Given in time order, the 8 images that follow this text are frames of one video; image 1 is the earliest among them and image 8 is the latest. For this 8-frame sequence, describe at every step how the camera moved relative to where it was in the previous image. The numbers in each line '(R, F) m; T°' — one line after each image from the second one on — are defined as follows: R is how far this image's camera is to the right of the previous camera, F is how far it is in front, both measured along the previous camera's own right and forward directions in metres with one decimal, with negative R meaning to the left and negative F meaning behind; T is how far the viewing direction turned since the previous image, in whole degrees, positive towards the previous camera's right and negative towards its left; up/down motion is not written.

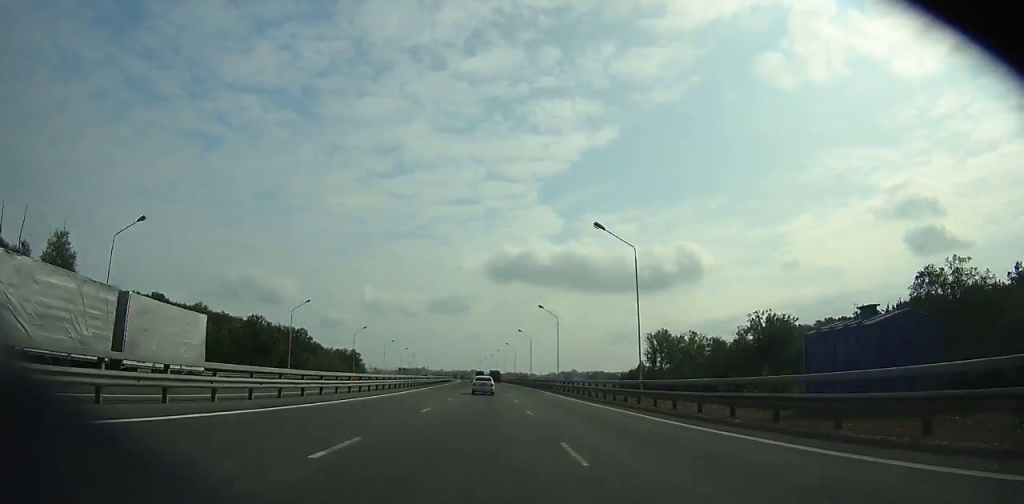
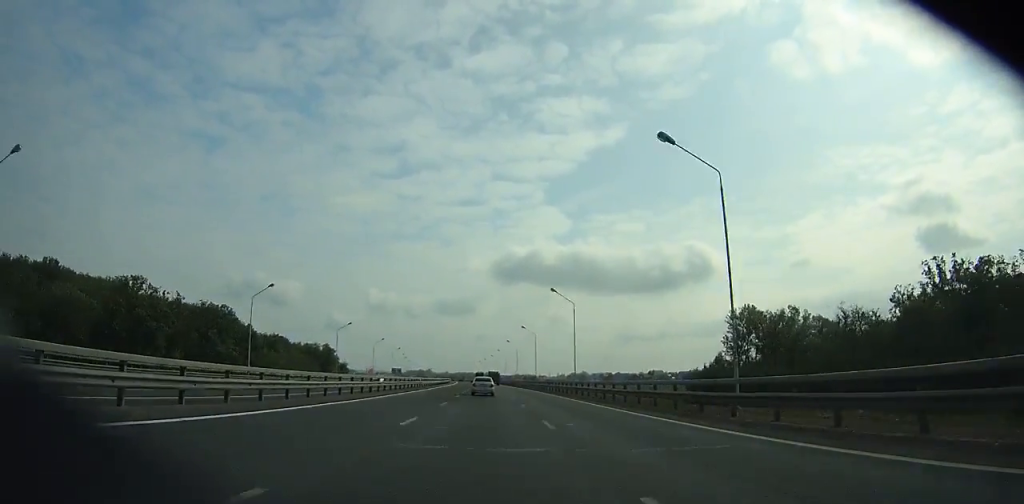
(-0.5, +53.1) m; -1°
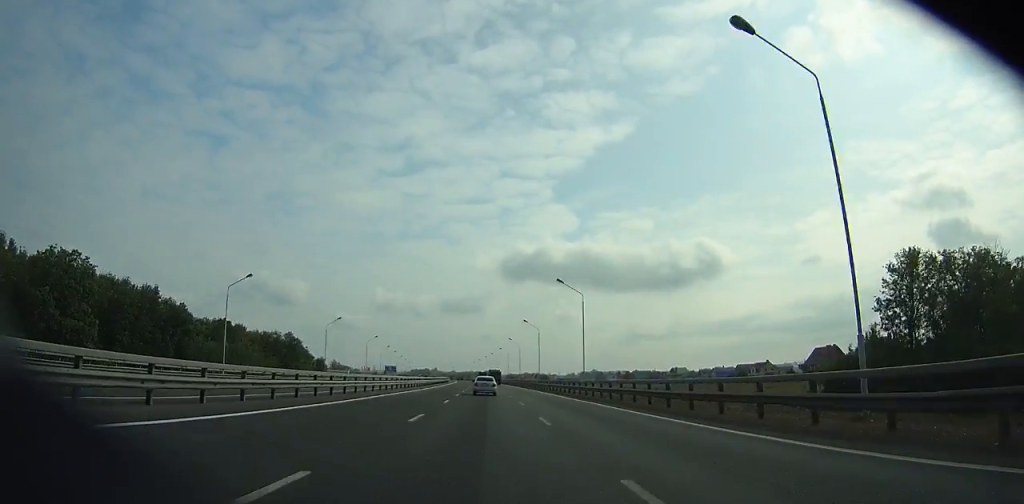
(-0.3, +45.8) m; -1°
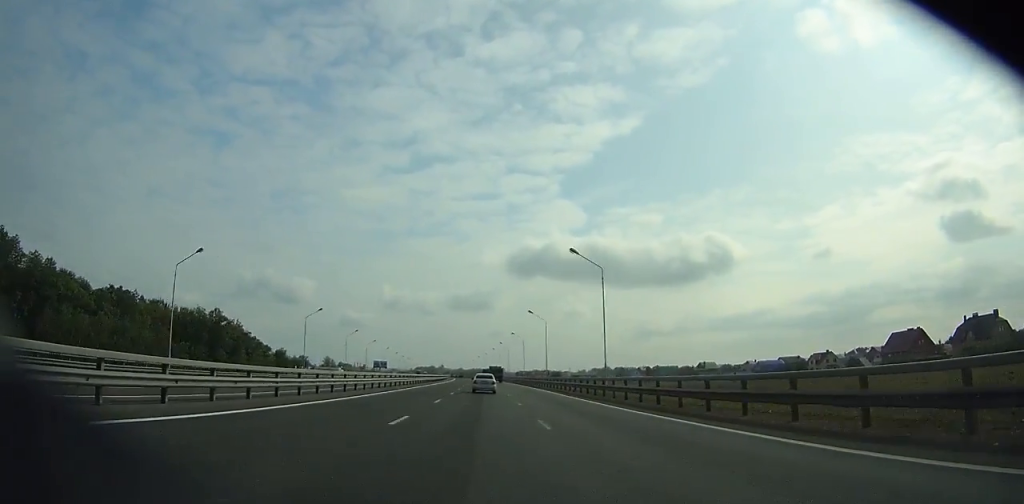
(-0.4, +50.4) m; -1°
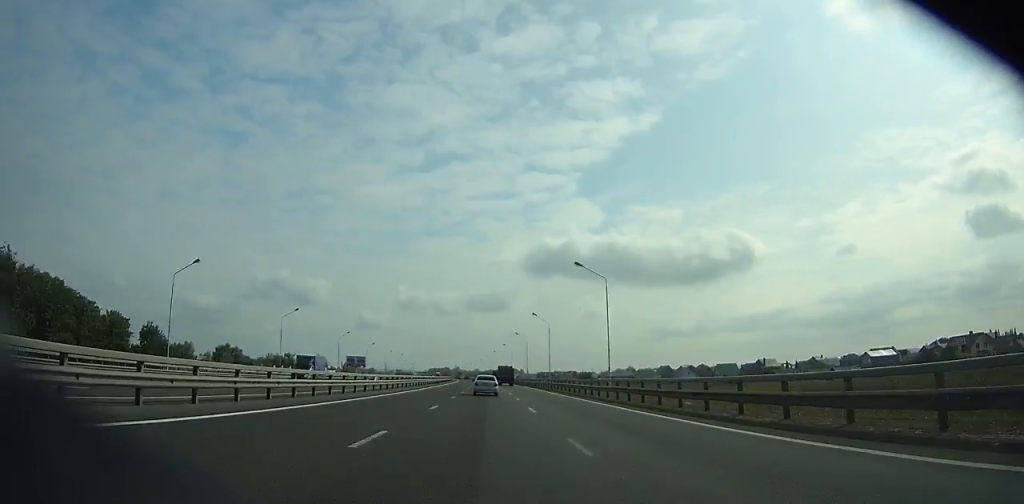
(-1.1, +76.5) m; -1°
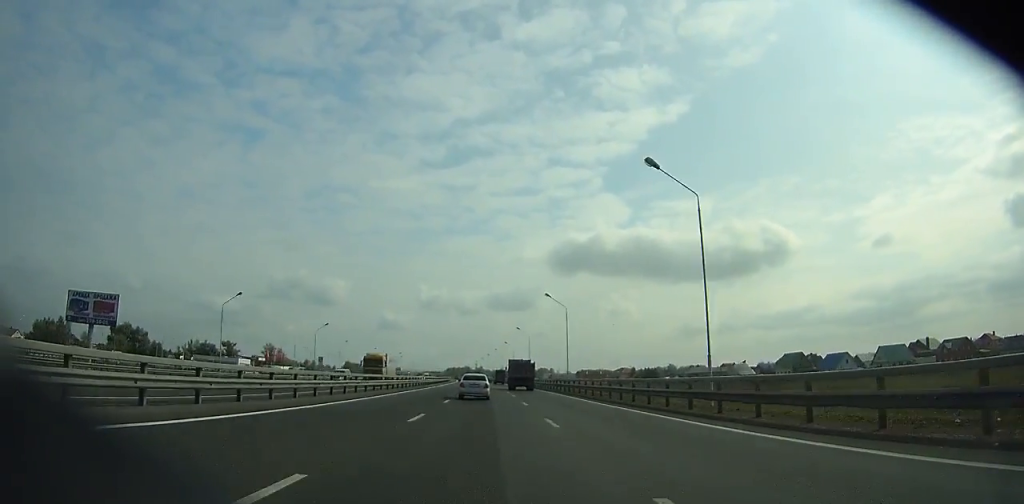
(-3.3, +135.8) m; -3°
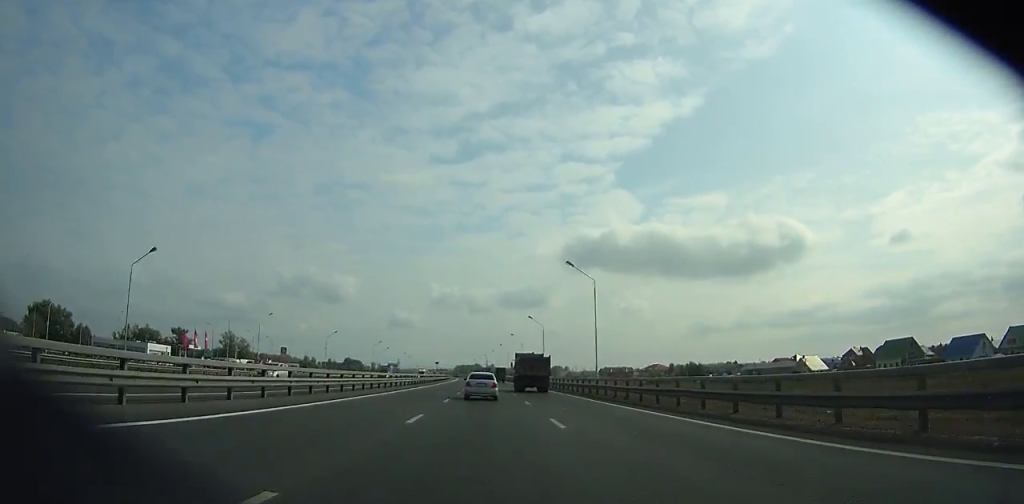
(-0.6, +61.0) m; -1°
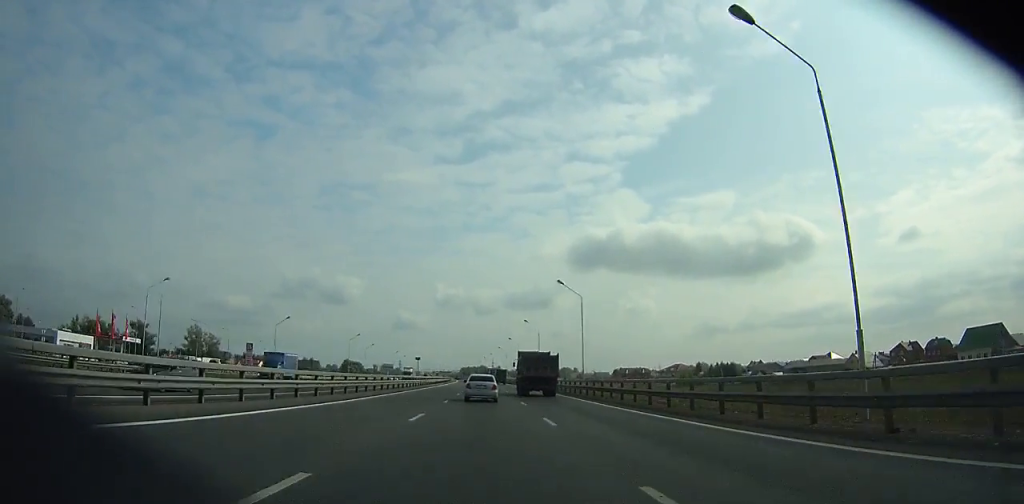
(-0.1, +35.5) m; -1°
